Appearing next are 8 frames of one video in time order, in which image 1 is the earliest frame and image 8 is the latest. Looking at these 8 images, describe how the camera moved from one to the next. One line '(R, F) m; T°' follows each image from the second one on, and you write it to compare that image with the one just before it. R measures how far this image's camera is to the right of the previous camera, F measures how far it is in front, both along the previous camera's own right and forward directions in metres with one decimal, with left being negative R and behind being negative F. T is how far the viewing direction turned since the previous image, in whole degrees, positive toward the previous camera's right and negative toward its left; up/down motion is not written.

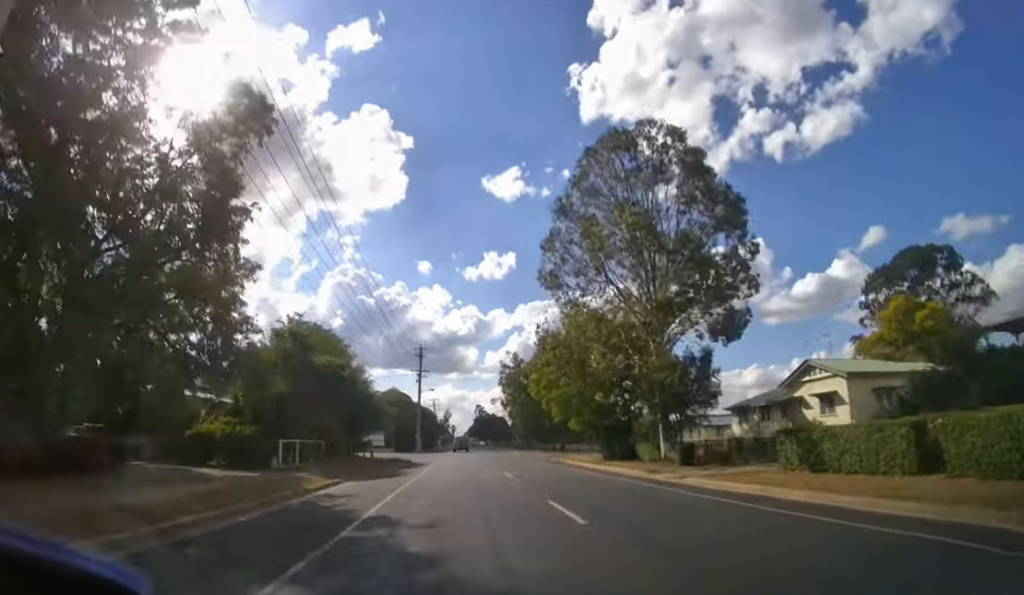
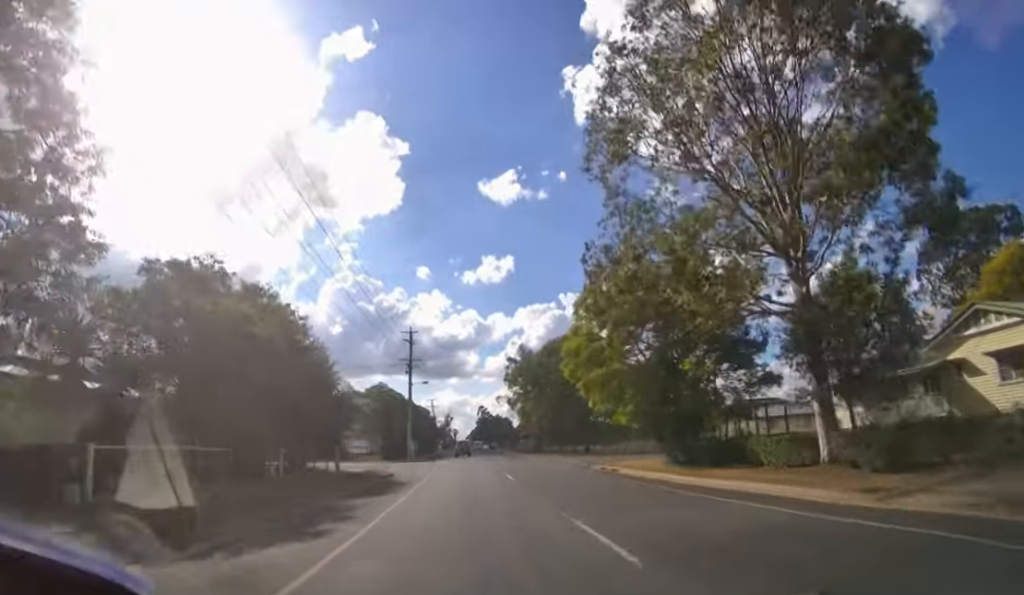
(0.0, +12.8) m; 0°
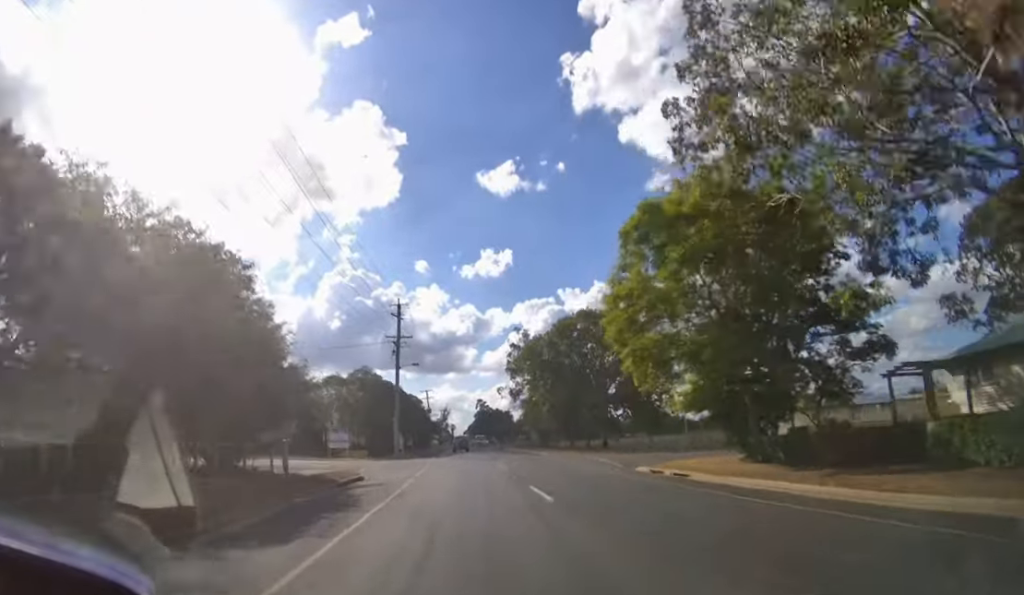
(0.0, +8.7) m; 0°
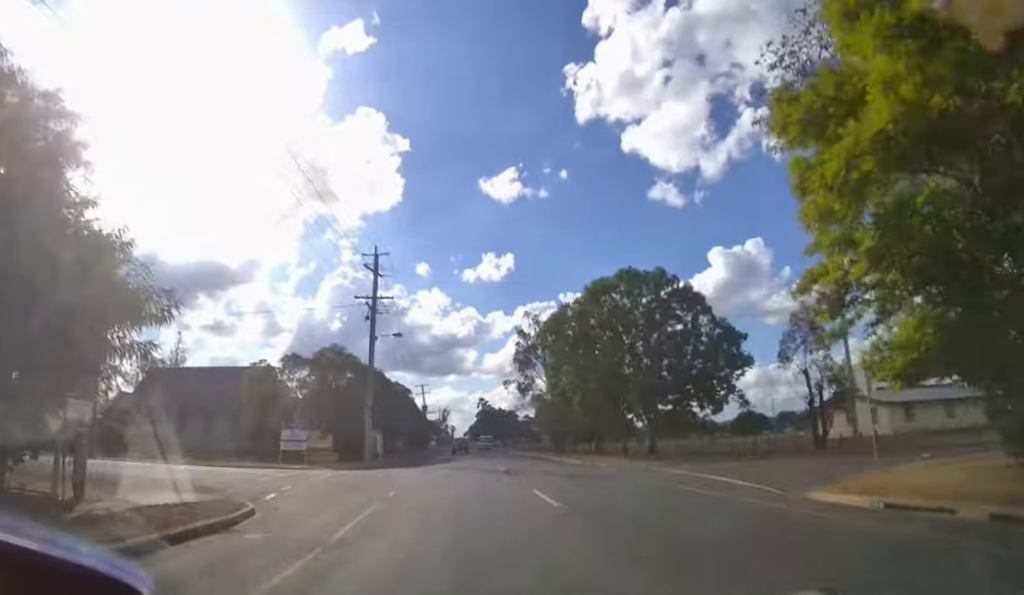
(0.0, +11.8) m; 0°
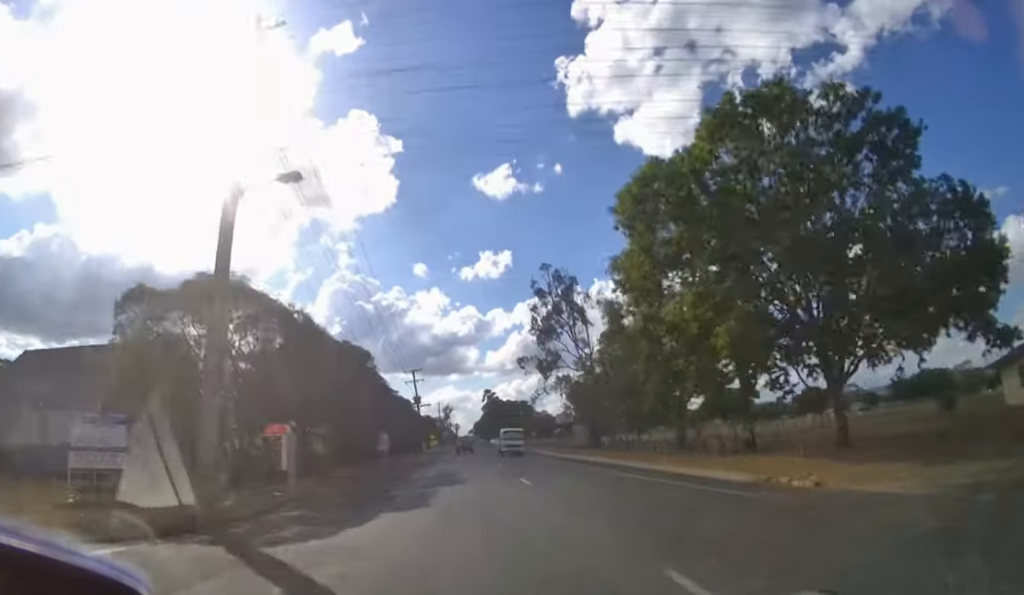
(0.0, +16.1) m; 0°
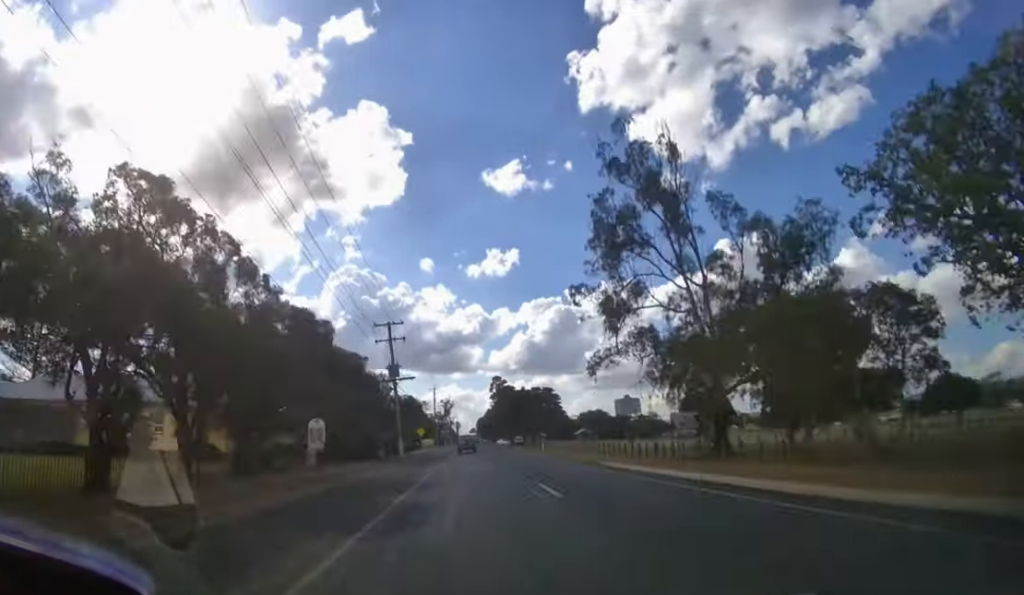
(-0.1, +22.7) m; 0°
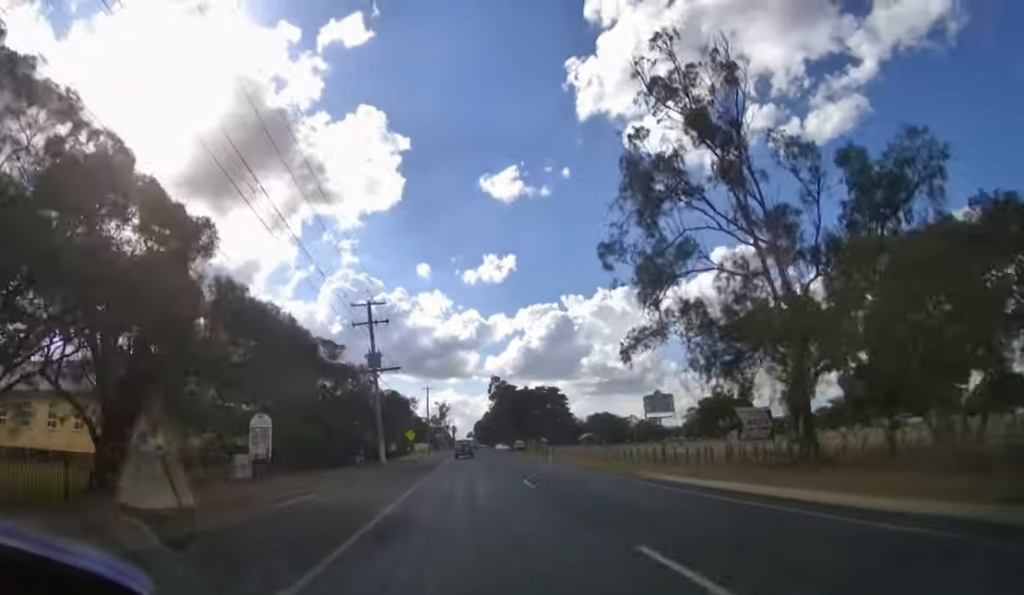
(0.0, +7.8) m; 0°
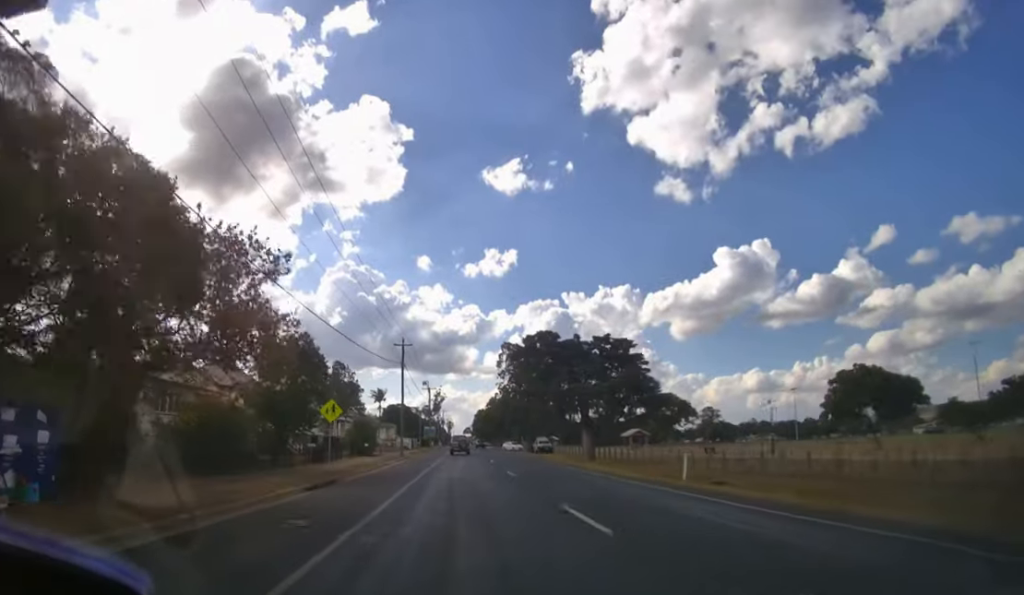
(+0.1, +32.1) m; 0°
